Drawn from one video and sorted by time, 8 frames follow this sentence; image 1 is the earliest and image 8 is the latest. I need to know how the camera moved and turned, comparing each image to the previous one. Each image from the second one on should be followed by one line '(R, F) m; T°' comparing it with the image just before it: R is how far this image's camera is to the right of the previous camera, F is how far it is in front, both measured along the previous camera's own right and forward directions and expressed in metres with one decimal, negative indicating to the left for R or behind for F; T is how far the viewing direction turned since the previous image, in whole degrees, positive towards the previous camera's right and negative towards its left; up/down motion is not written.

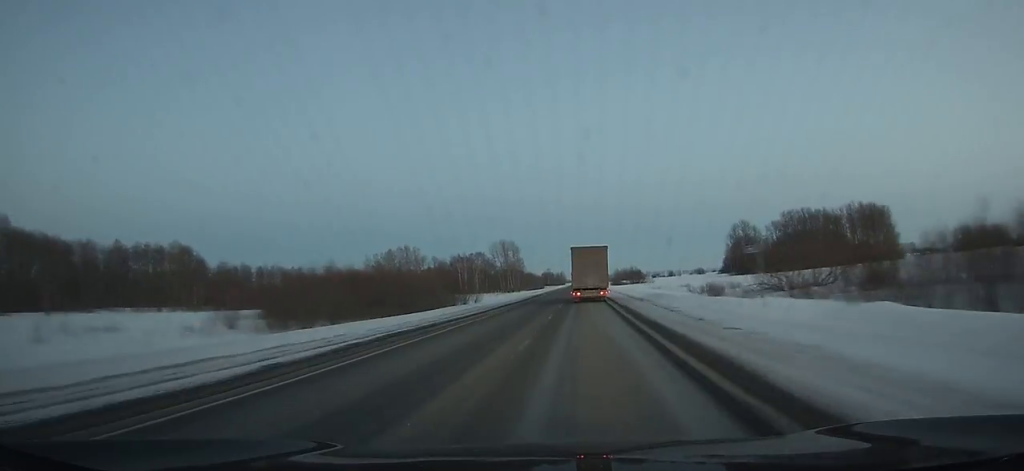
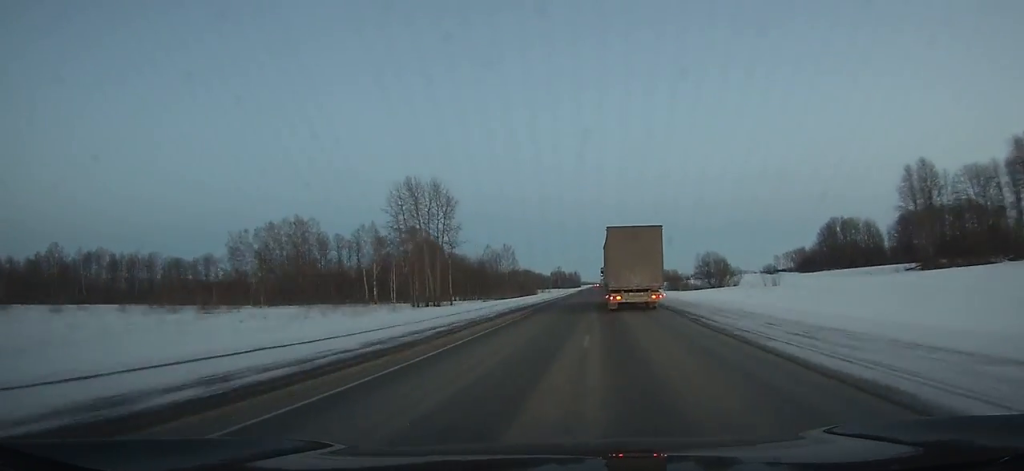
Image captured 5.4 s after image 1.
(-1.9, +135.6) m; -1°
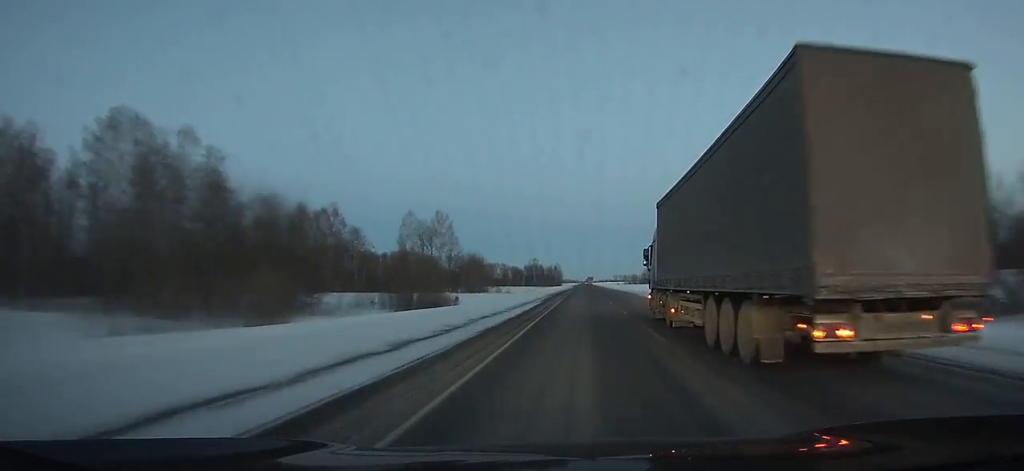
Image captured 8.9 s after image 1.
(+0.2, +95.6) m; +1°
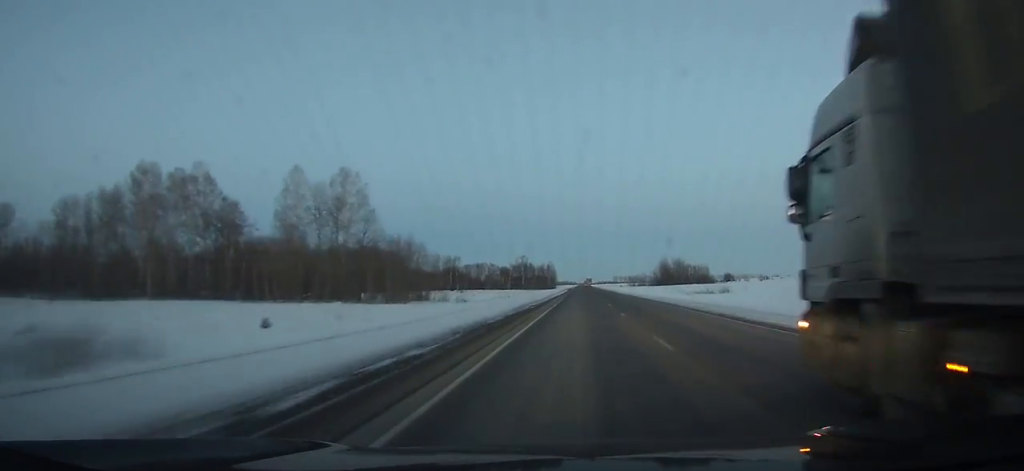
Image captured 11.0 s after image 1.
(+0.4, +59.3) m; +1°
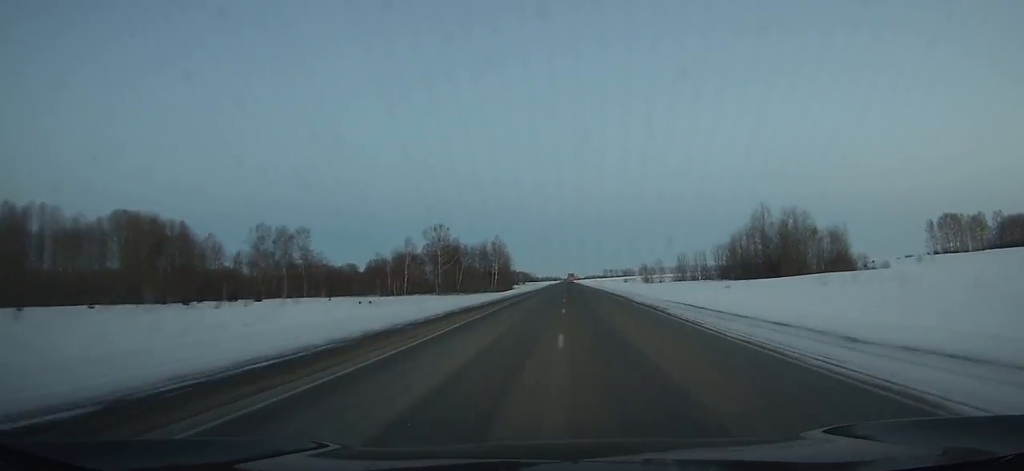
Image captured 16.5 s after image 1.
(+2.2, +155.6) m; +1°
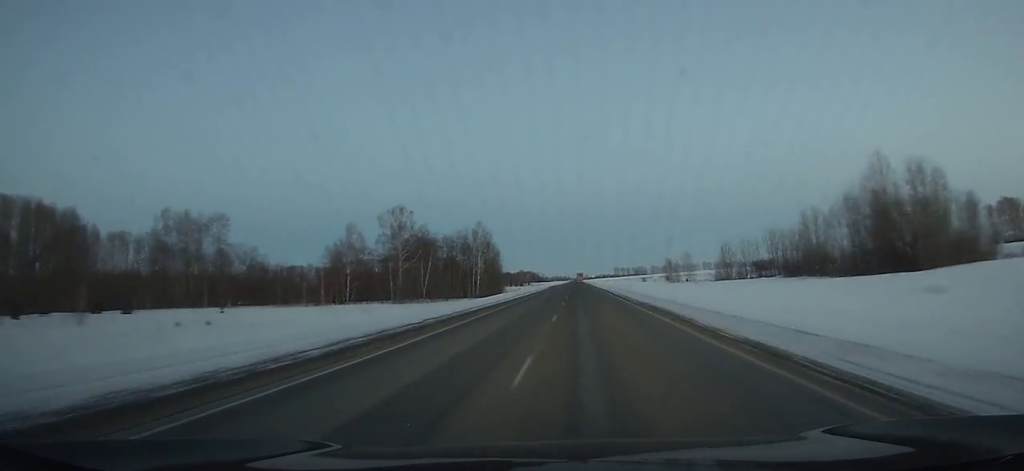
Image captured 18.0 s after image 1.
(-0.1, +41.2) m; 0°
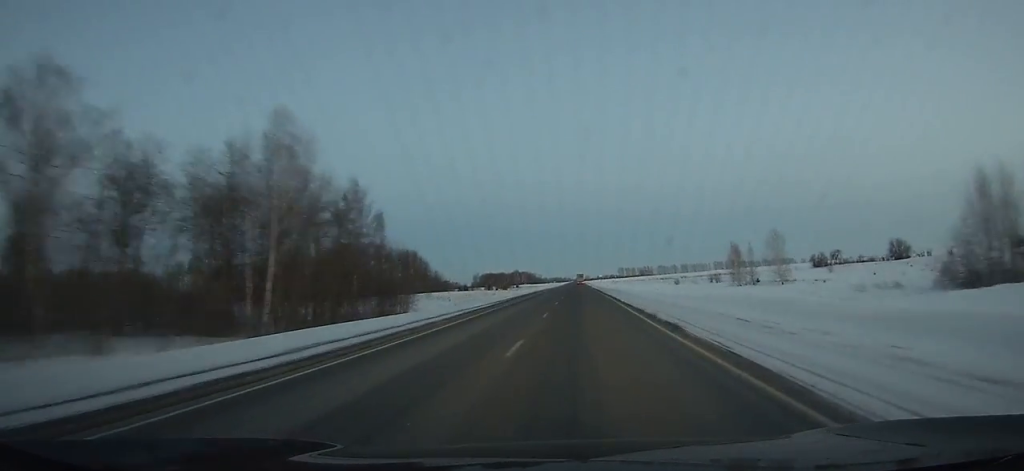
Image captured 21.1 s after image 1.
(+0.1, +82.7) m; 0°
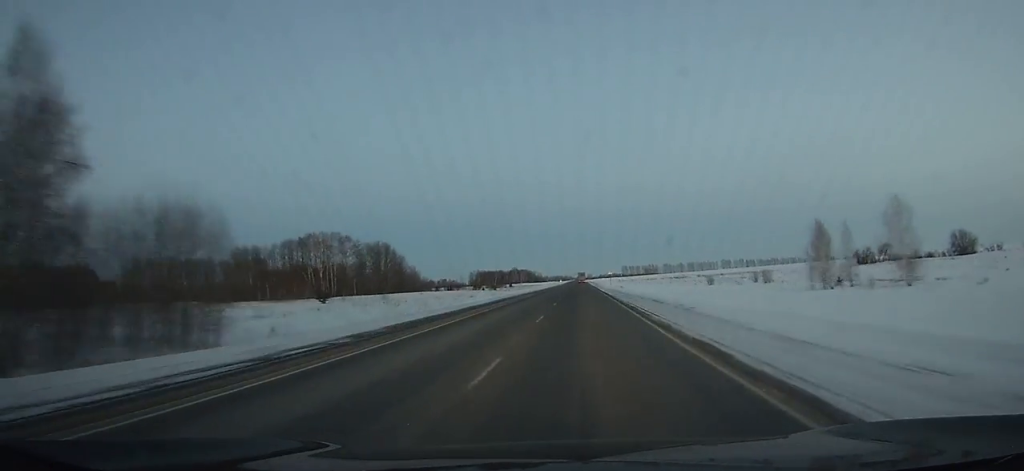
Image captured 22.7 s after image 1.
(-0.1, +41.3) m; 0°
